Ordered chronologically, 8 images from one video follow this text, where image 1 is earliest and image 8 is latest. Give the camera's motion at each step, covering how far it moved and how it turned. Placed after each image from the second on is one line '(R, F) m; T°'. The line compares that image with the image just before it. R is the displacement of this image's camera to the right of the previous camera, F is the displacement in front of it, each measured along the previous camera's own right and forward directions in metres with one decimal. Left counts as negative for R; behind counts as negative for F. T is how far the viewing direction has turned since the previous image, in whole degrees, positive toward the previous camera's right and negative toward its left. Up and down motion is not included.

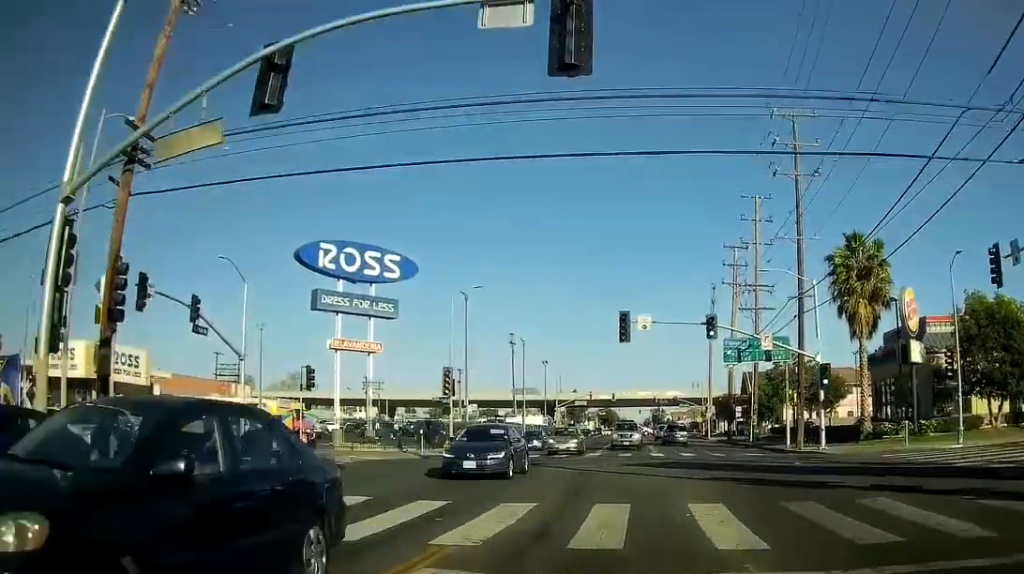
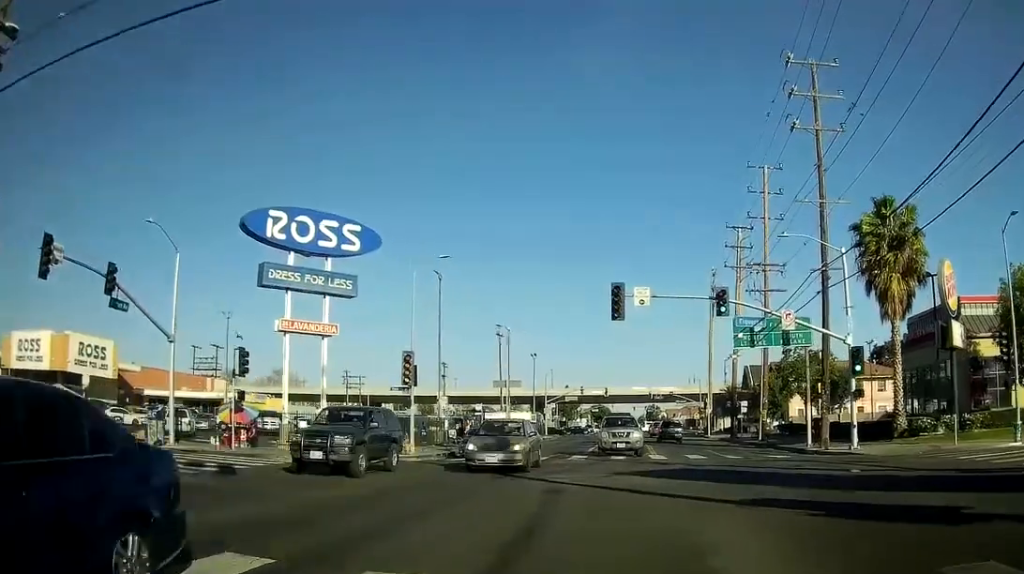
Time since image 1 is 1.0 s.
(0.0, +6.7) m; 0°
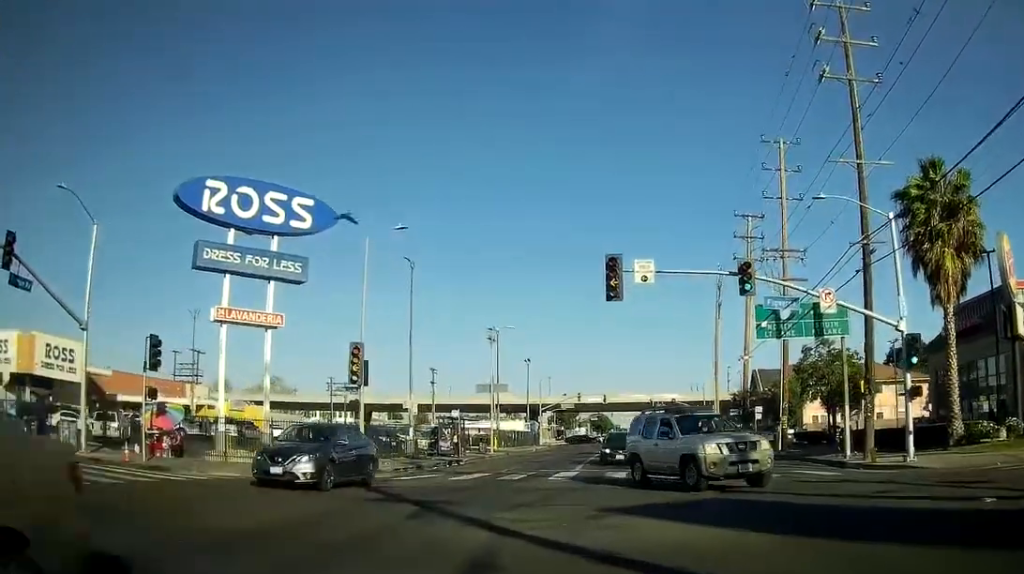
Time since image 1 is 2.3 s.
(0.0, +7.3) m; -2°
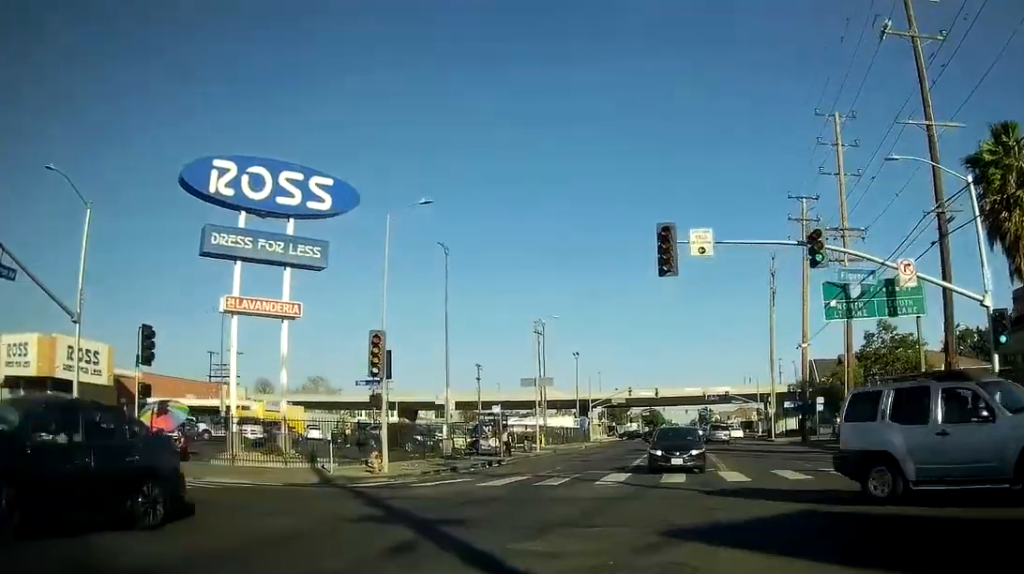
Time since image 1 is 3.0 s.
(0.0, +3.3) m; -7°
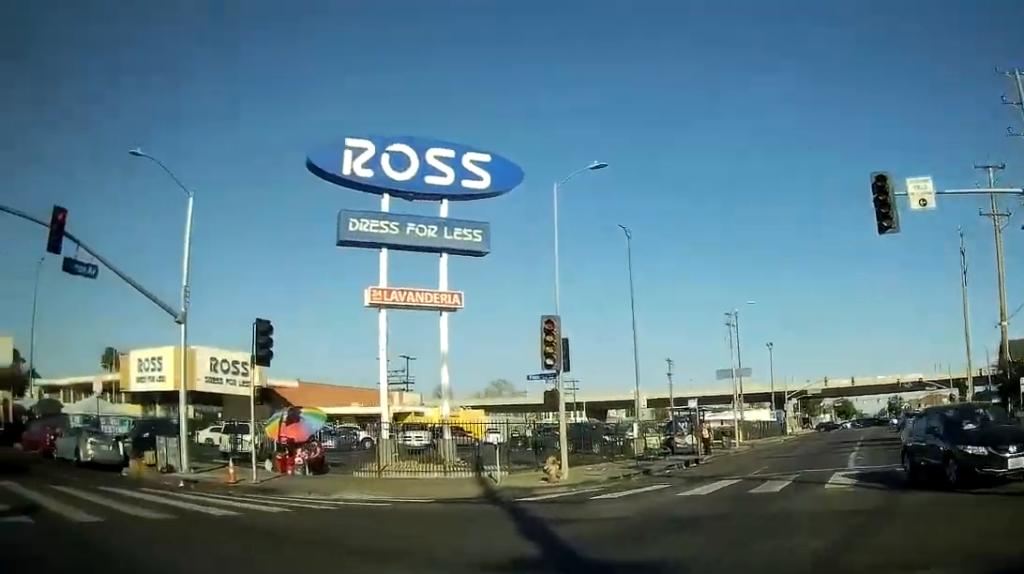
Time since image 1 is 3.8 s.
(-0.2, +3.8) m; -11°
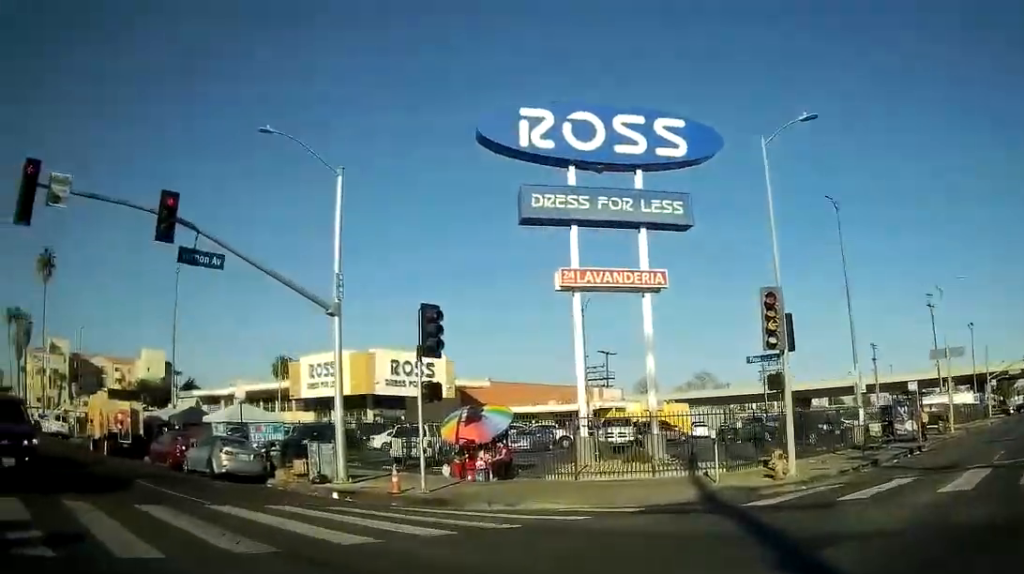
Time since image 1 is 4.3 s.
(-0.3, +2.5) m; -8°
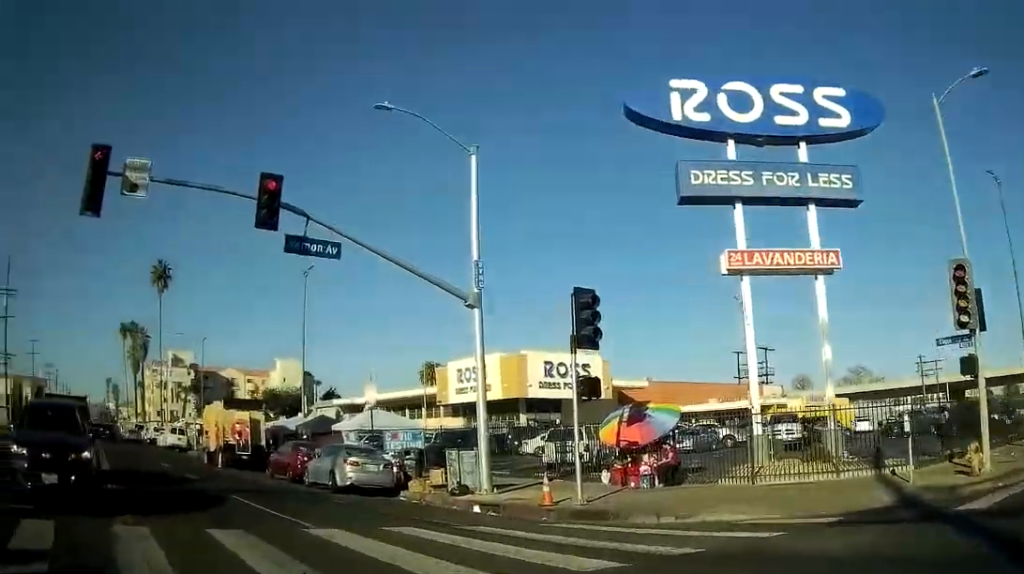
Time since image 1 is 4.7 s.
(-0.1, +2.1) m; -9°
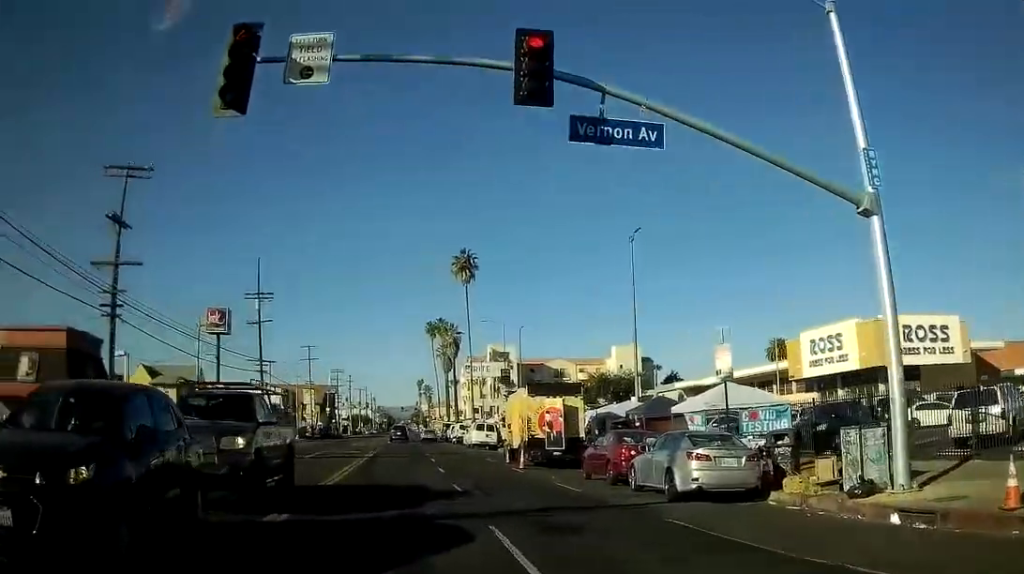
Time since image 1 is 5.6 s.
(-0.5, +5.1) m; -24°
